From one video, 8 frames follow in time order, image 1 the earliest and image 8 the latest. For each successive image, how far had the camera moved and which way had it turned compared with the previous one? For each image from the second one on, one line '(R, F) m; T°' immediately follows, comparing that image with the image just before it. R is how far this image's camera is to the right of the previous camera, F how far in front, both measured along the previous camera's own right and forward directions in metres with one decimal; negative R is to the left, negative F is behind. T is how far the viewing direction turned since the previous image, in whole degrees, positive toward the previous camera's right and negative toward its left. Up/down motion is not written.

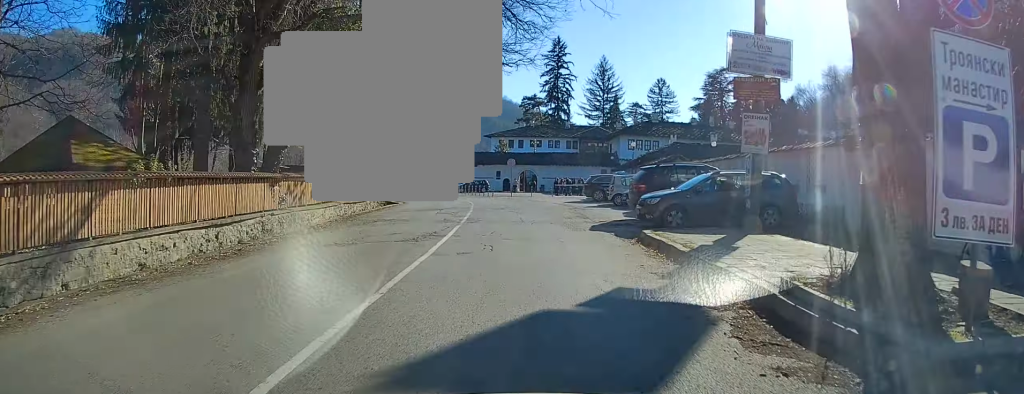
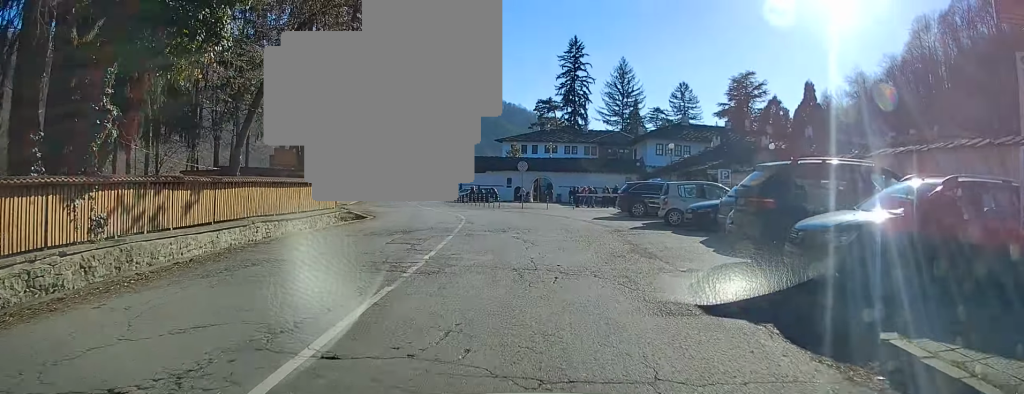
(0.0, +10.1) m; 0°
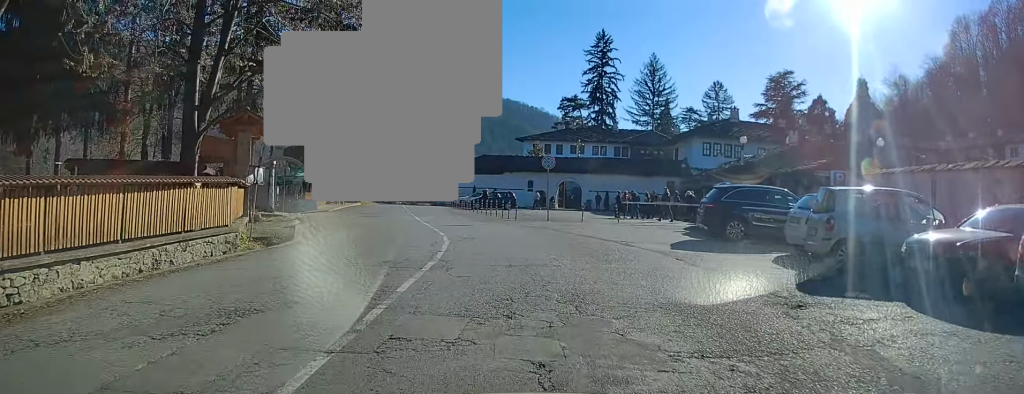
(0.0, +11.8) m; -2°
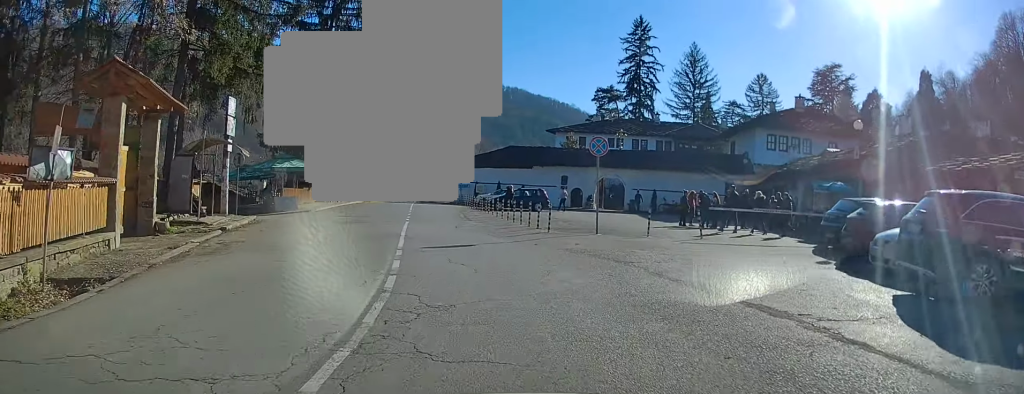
(-0.3, +9.9) m; -4°
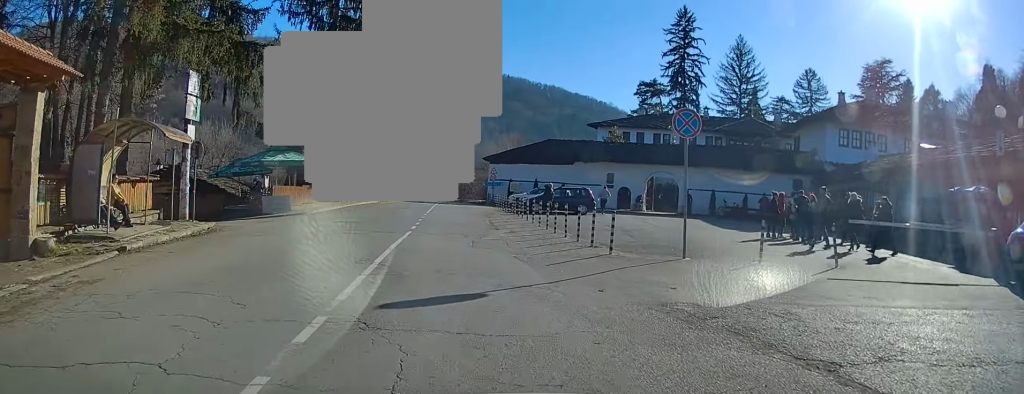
(-0.2, +6.9) m; -4°
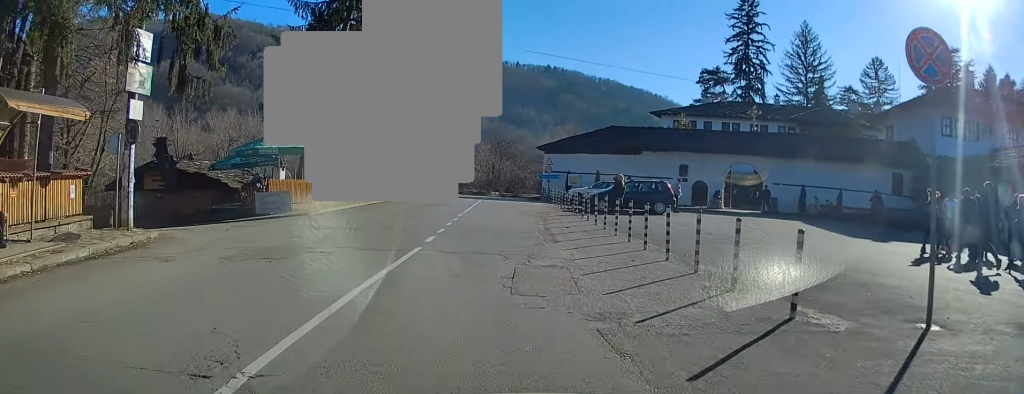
(-0.3, +6.5) m; -8°
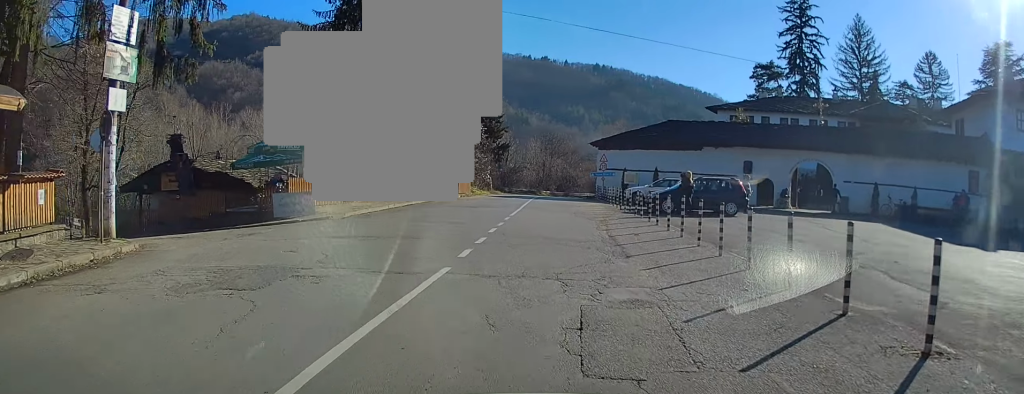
(0.0, +3.1) m; -5°
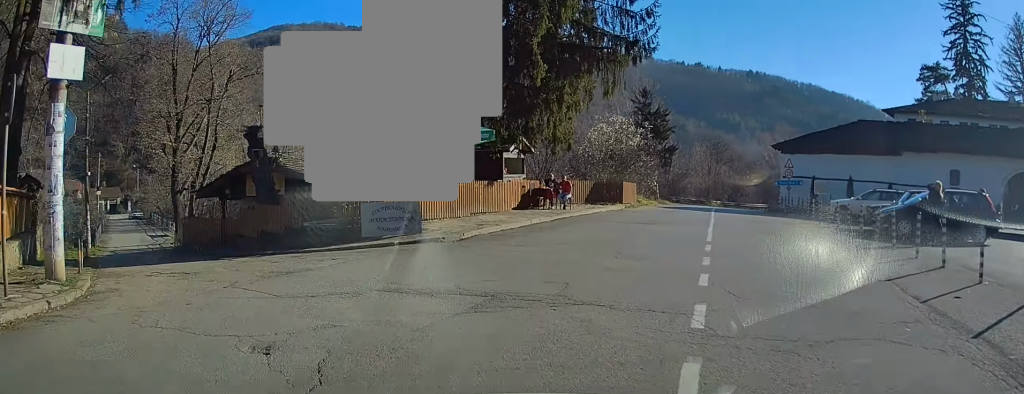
(-0.8, +6.6) m; -11°
